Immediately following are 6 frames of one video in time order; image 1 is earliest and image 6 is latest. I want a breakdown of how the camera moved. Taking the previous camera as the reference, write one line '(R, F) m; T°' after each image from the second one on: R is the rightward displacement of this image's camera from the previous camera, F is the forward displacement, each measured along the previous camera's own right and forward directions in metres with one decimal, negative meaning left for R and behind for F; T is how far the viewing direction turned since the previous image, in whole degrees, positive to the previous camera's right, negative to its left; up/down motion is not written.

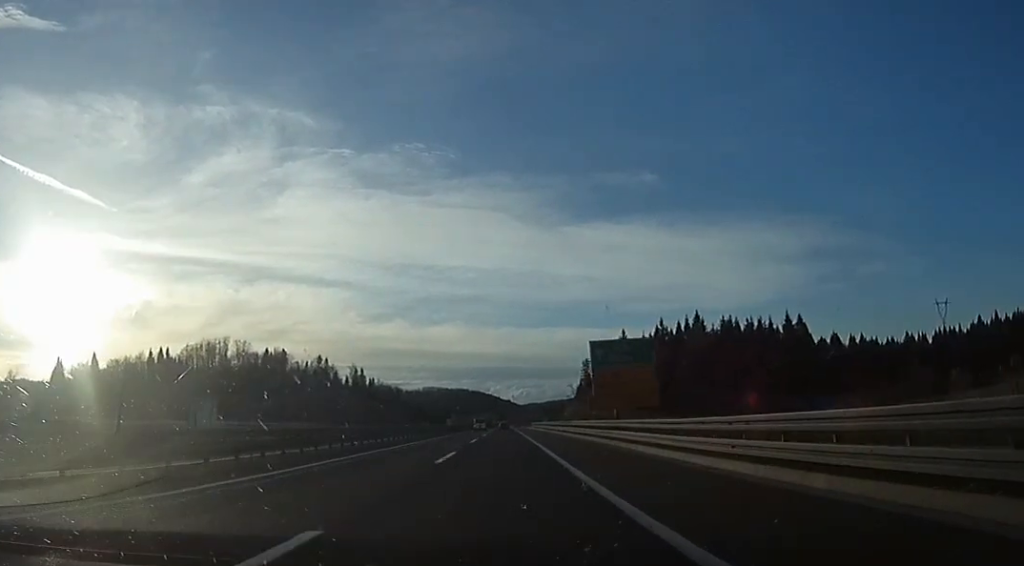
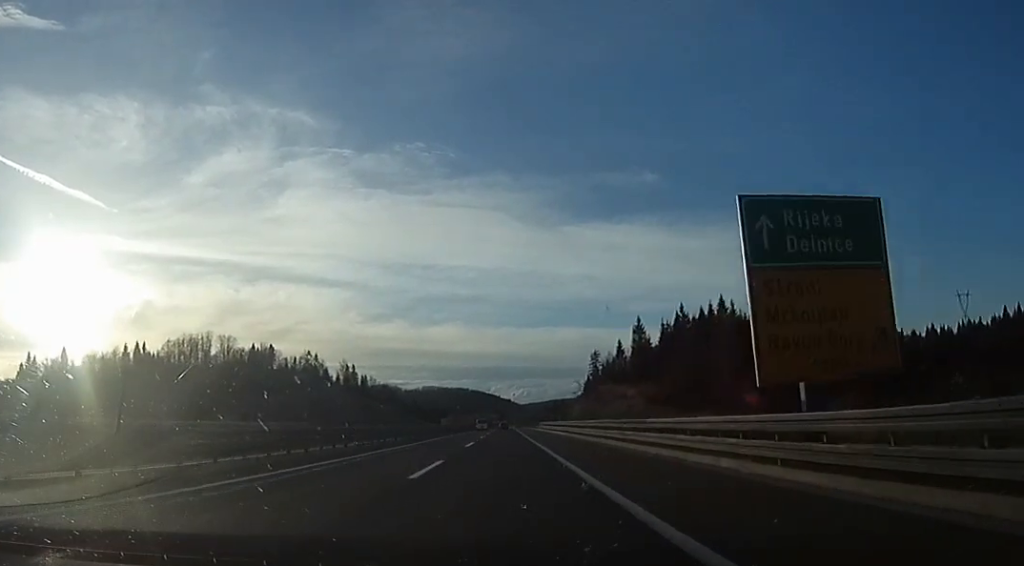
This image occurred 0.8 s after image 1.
(+1.2, +23.3) m; +2°
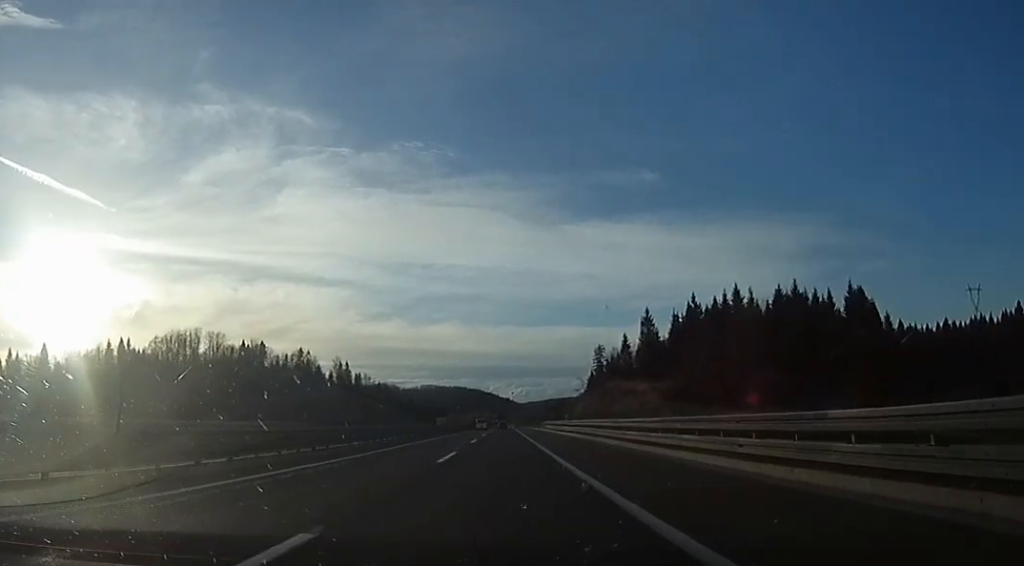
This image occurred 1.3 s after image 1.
(+0.1, +12.9) m; 0°
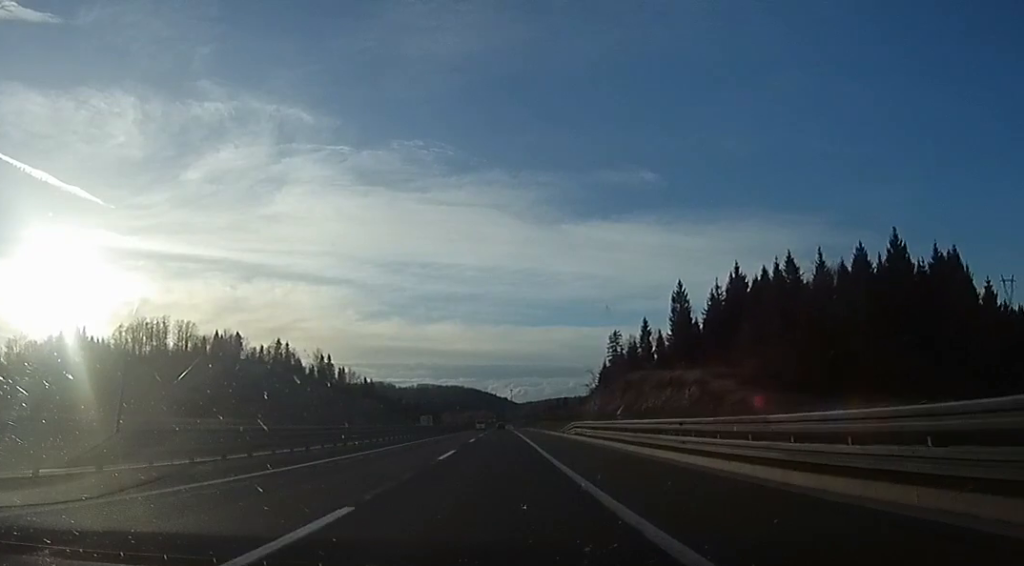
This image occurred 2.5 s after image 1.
(-0.9, +33.9) m; -2°
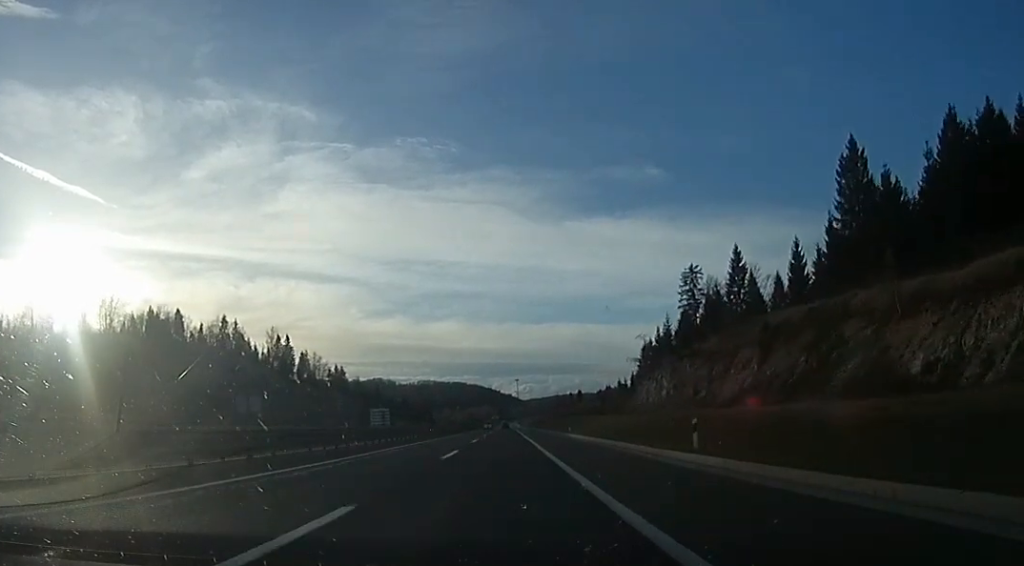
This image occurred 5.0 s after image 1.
(-0.9, +72.0) m; 0°
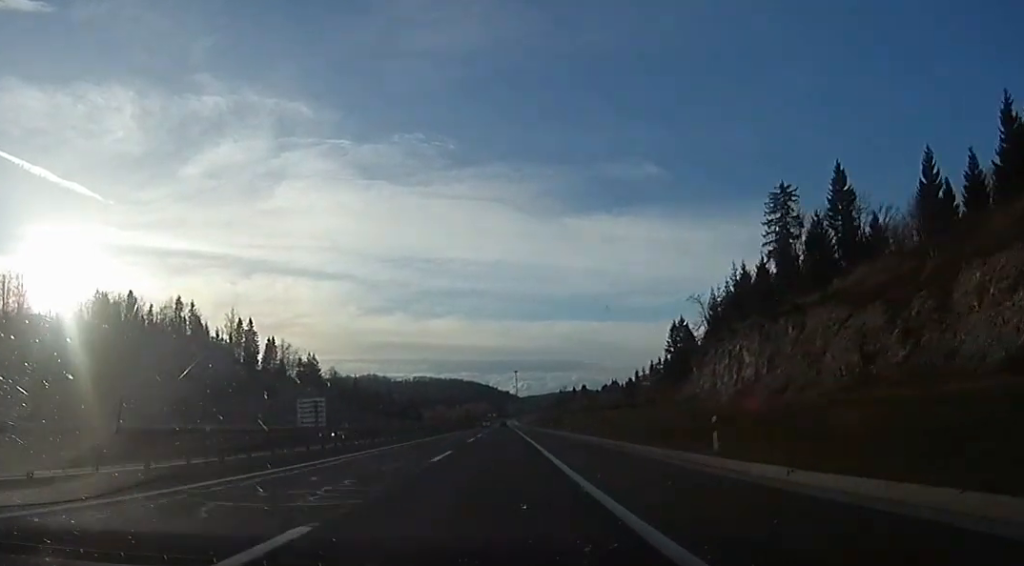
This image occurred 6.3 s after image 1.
(+1.9, +37.7) m; +2°
